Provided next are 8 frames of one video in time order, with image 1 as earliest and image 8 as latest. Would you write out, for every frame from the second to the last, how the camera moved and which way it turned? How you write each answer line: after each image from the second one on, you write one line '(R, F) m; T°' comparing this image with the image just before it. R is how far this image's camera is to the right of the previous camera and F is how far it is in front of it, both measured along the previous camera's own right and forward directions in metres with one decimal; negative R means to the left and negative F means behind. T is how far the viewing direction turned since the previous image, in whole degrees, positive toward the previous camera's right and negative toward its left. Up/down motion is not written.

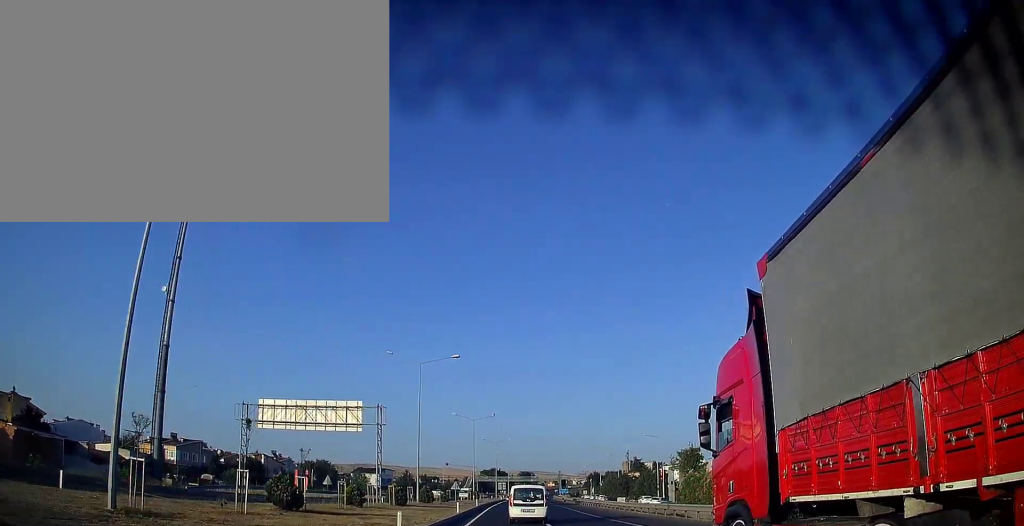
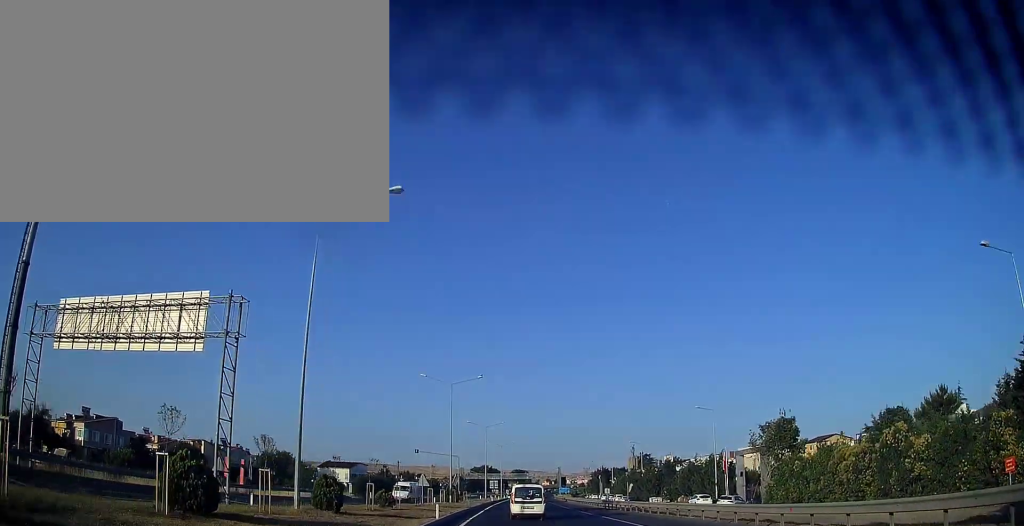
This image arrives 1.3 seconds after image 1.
(+0.4, +28.8) m; +2°
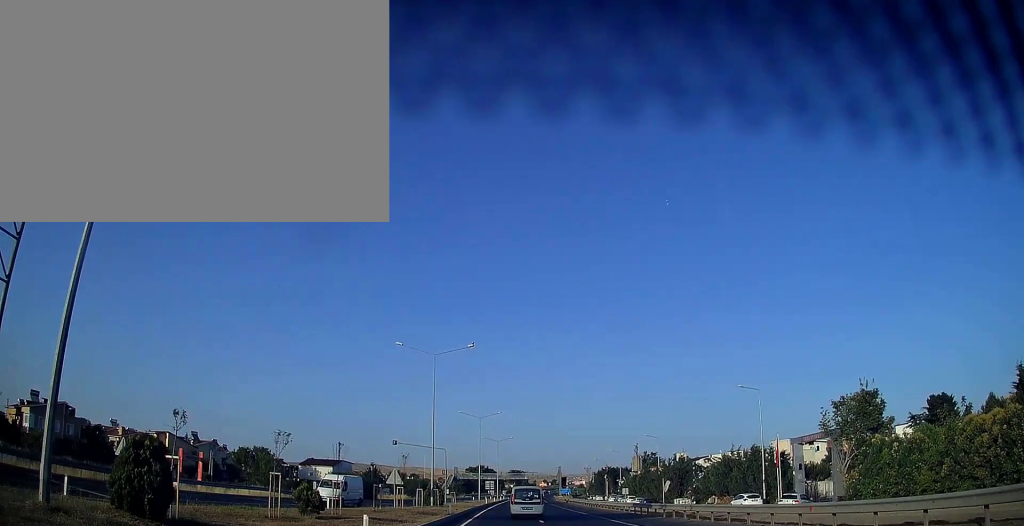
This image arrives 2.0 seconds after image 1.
(+0.4, +14.3) m; 0°
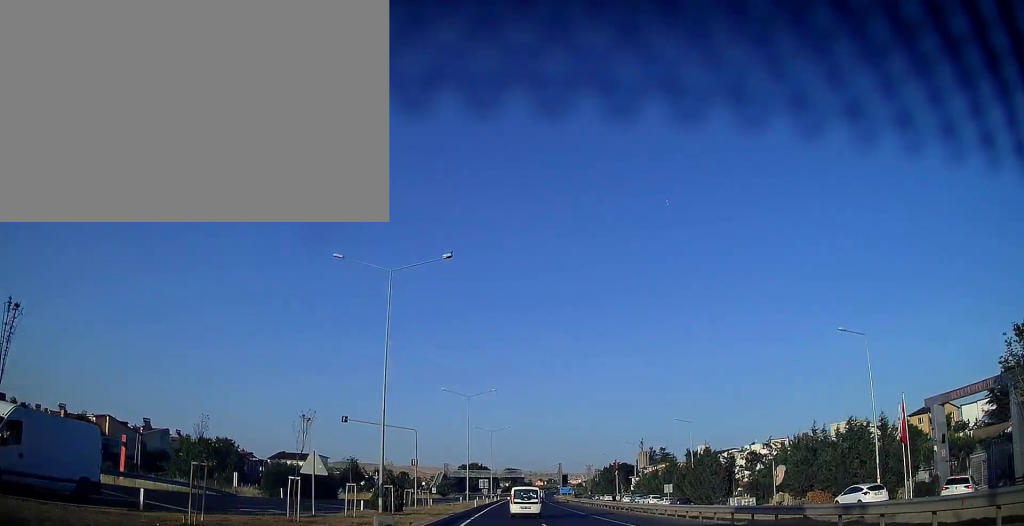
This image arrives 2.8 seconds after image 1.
(-0.2, +18.6) m; 0°
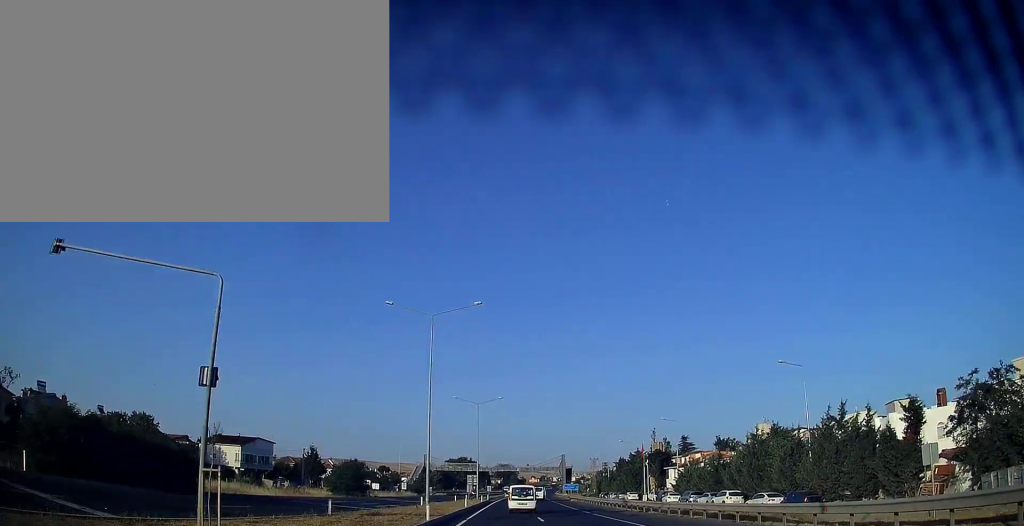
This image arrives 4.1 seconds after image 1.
(-0.2, +31.0) m; 0°
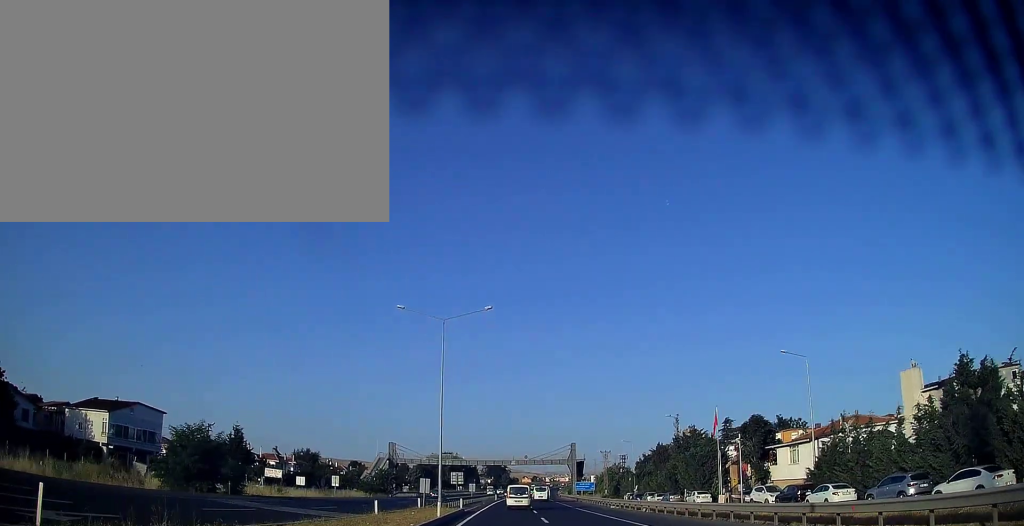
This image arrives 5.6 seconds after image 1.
(+0.6, +37.9) m; +1°
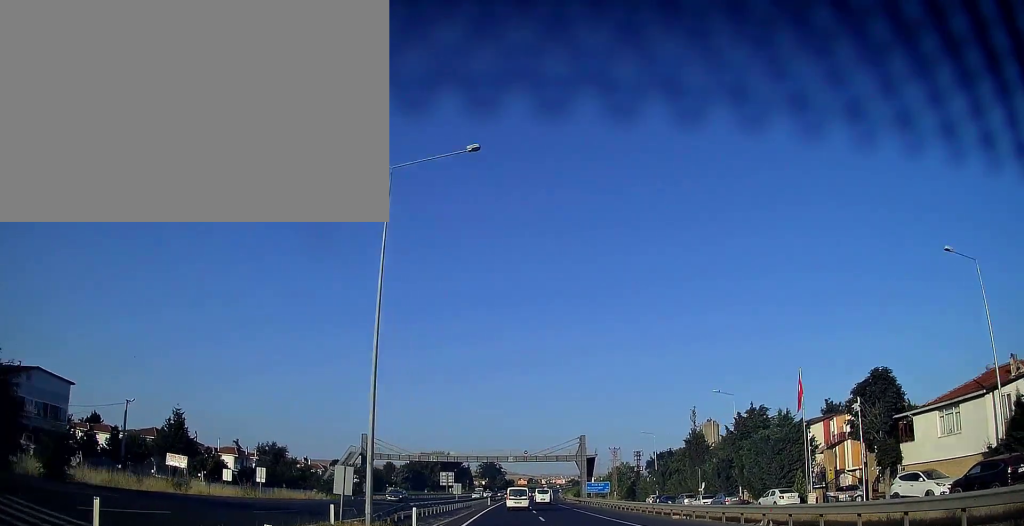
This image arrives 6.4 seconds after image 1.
(+0.1, +19.4) m; +1°
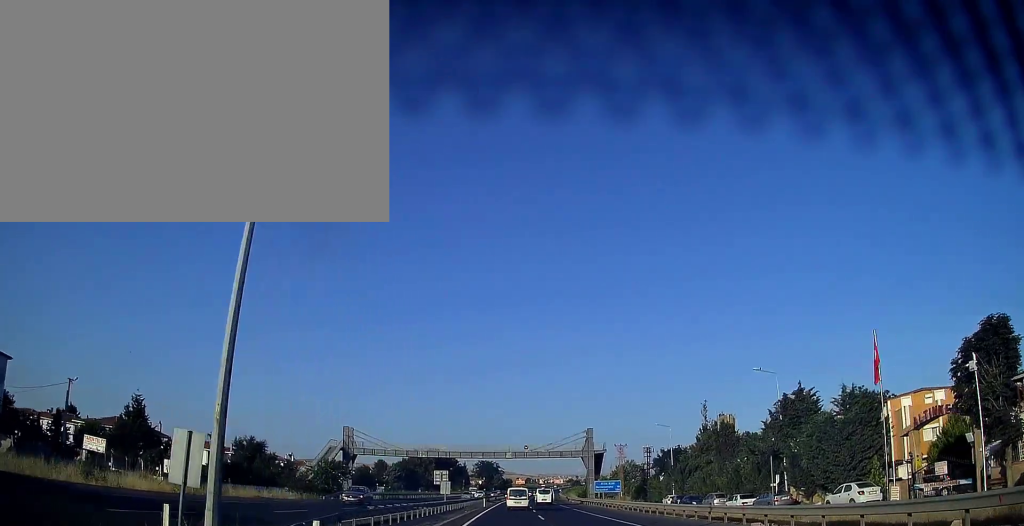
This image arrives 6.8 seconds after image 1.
(0.0, +10.3) m; +1°
